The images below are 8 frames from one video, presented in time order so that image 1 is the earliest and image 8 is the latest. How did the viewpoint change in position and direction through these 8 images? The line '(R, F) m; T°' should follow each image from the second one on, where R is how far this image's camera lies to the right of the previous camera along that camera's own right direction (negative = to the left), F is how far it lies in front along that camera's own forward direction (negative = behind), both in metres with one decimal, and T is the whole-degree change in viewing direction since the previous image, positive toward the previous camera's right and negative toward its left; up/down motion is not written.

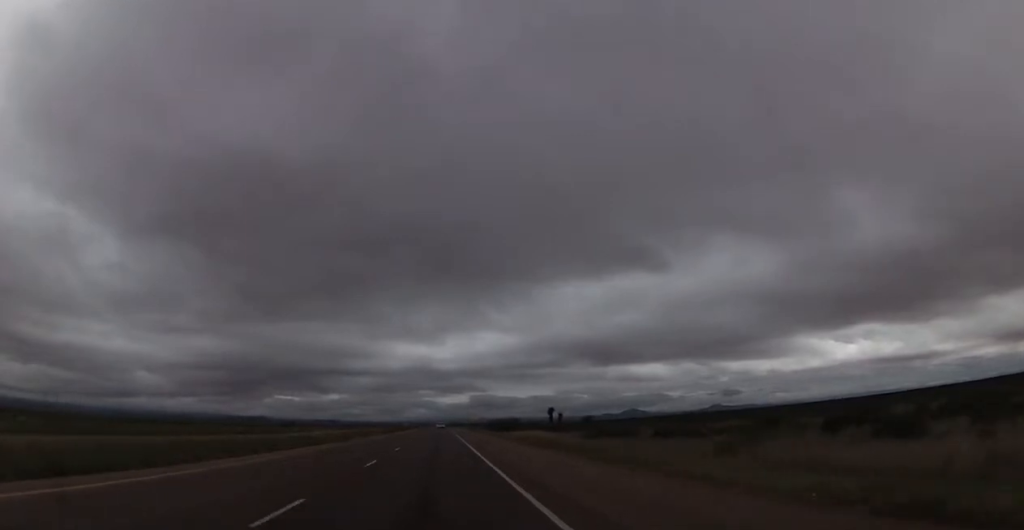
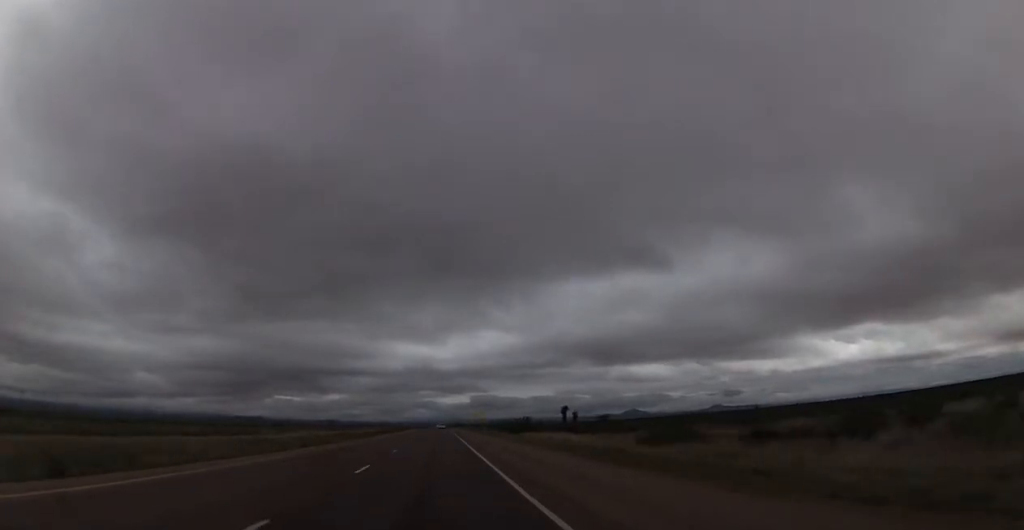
(0.0, +14.6) m; 0°
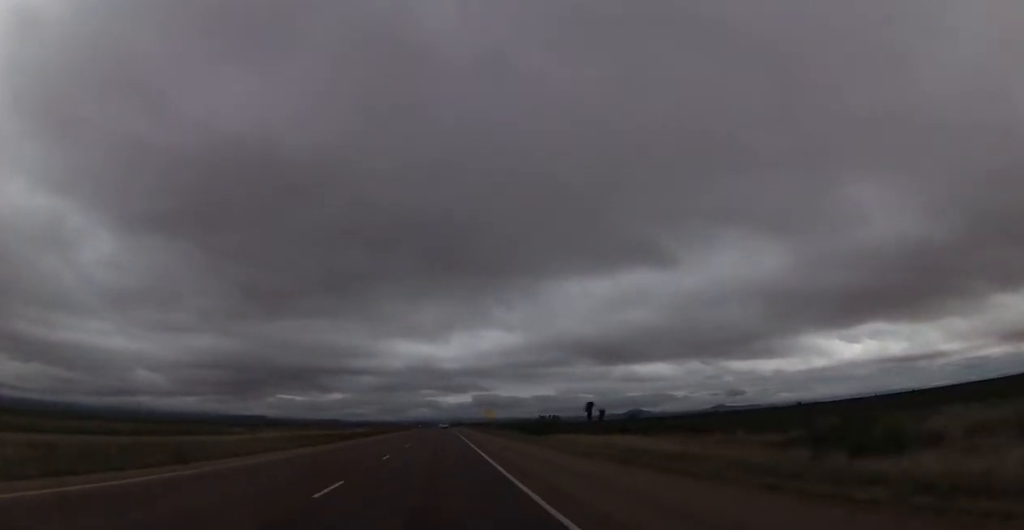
(0.0, +18.3) m; 0°
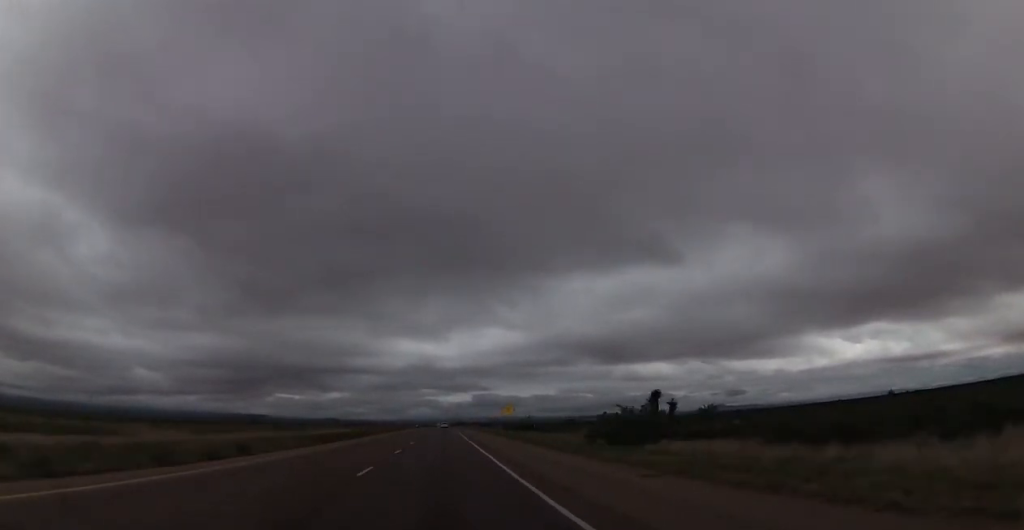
(0.0, +31.6) m; 0°
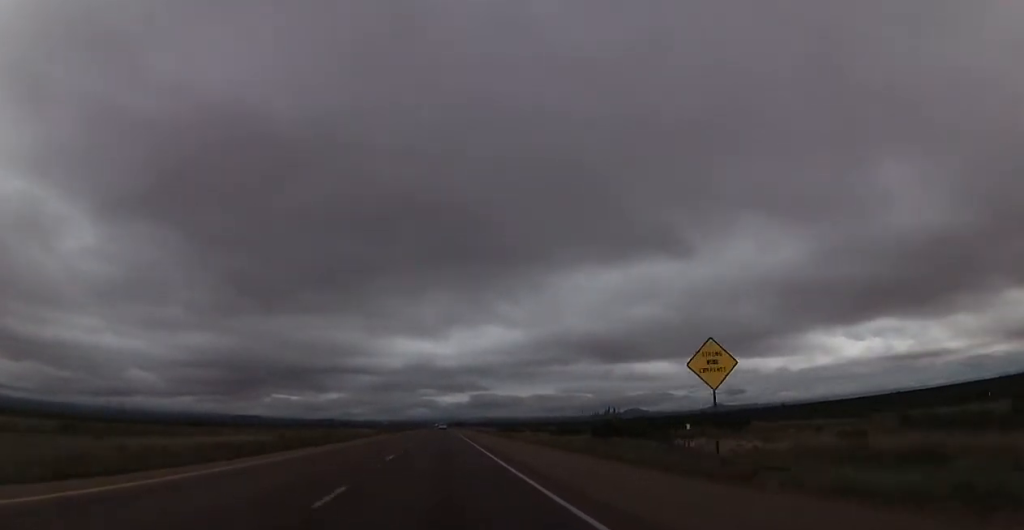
(0.0, +67.0) m; 0°
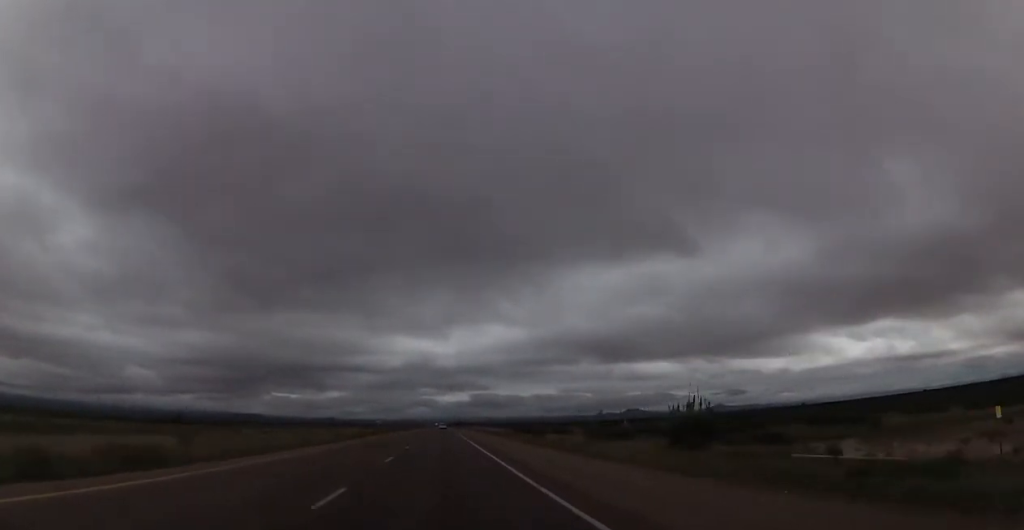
(-0.1, +24.3) m; 0°
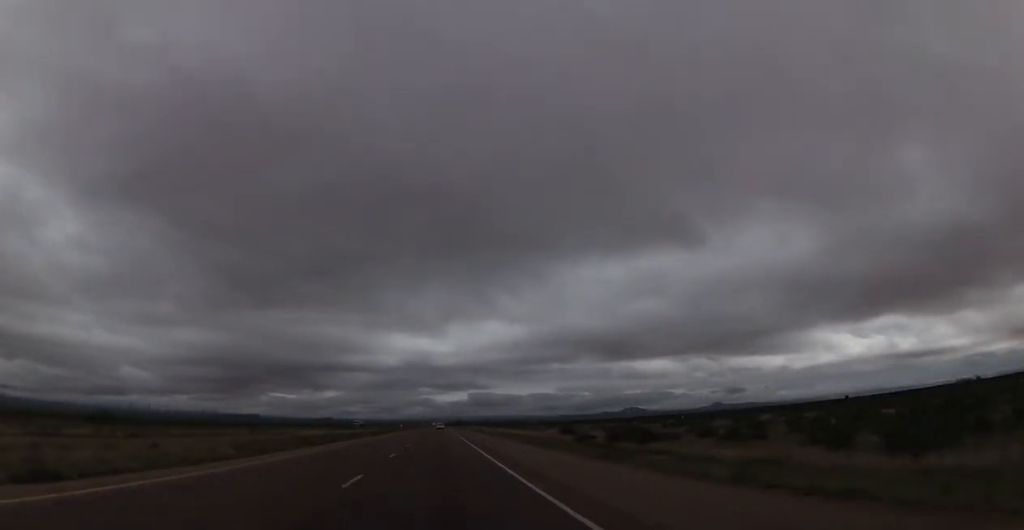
(-0.2, +45.2) m; 0°
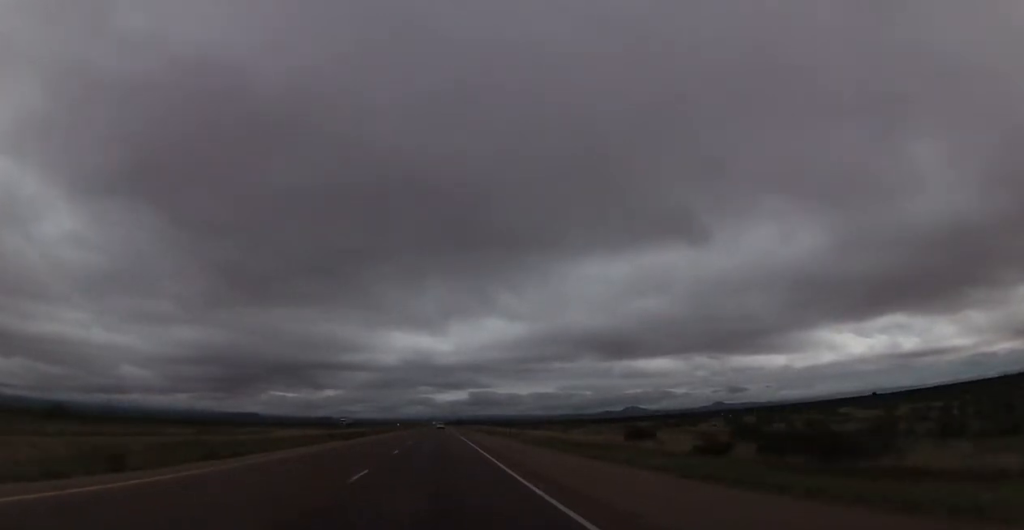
(+0.2, +23.2) m; 0°
